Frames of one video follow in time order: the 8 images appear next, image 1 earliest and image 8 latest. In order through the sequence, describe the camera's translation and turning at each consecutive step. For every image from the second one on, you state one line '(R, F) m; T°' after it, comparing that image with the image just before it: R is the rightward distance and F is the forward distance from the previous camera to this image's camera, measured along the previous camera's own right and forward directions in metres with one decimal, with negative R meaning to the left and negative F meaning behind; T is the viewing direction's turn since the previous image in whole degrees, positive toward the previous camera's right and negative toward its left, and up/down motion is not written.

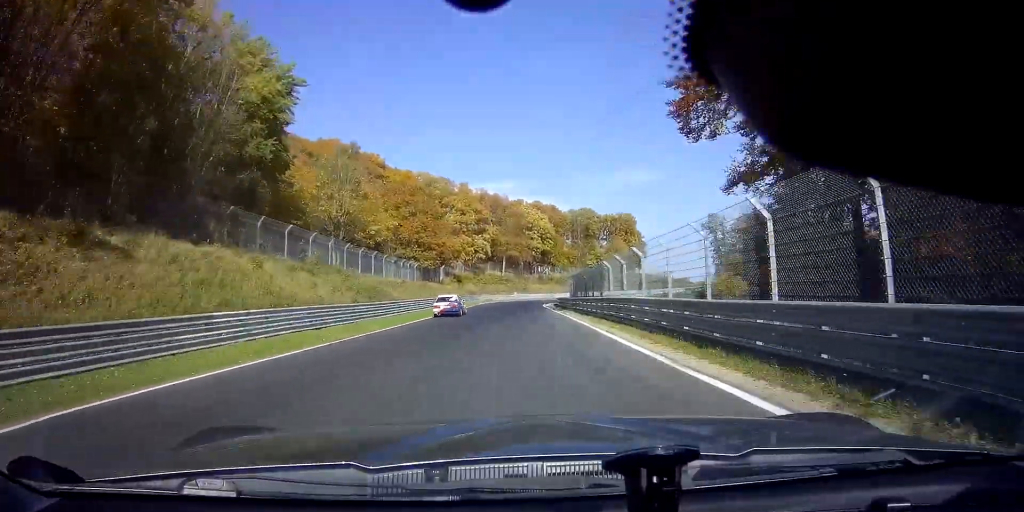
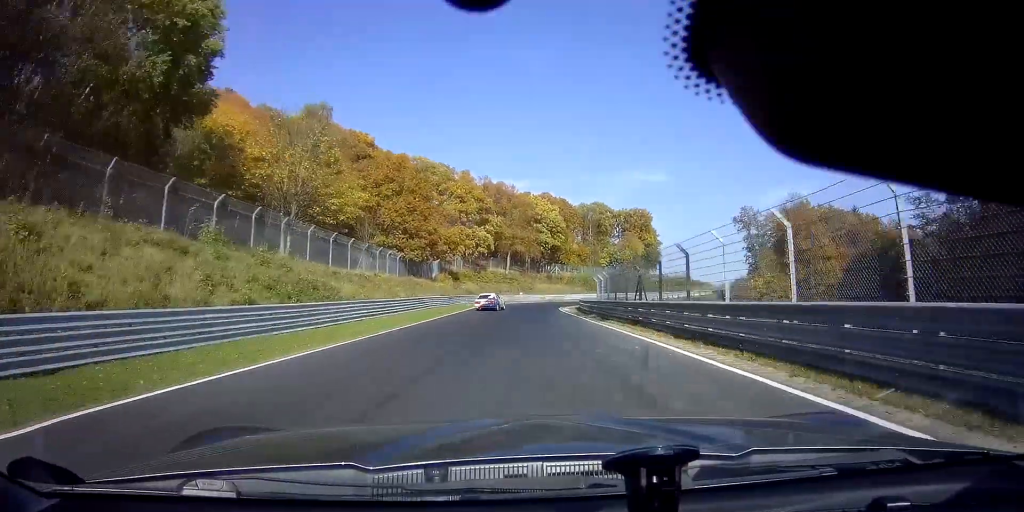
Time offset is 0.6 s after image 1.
(-0.4, +15.6) m; 0°
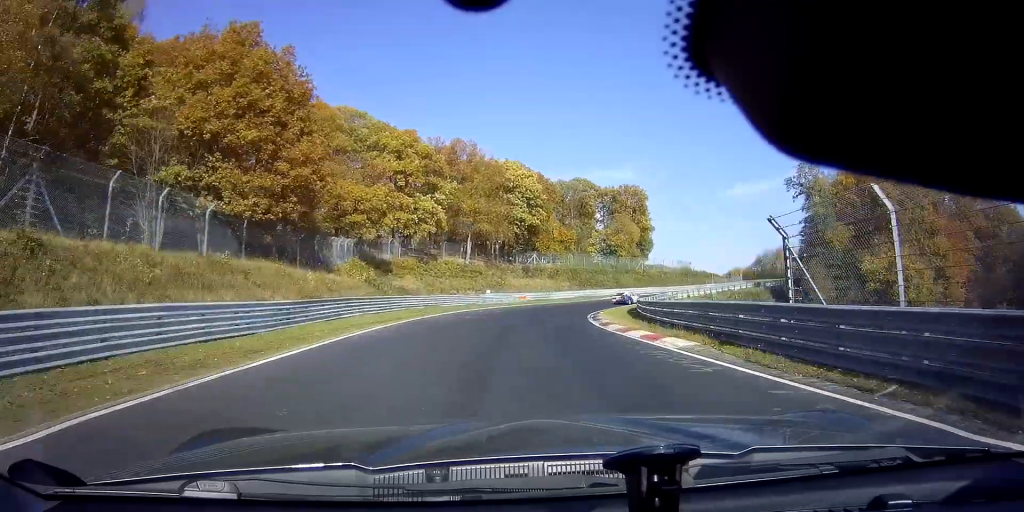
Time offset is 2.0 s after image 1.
(+0.2, +34.9) m; +6°
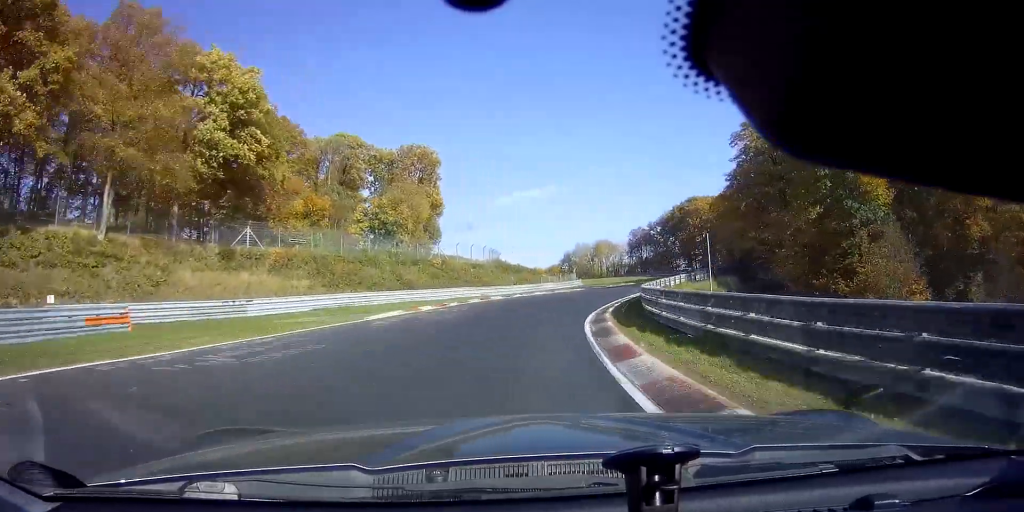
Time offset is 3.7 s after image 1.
(+9.2, +44.6) m; +26°
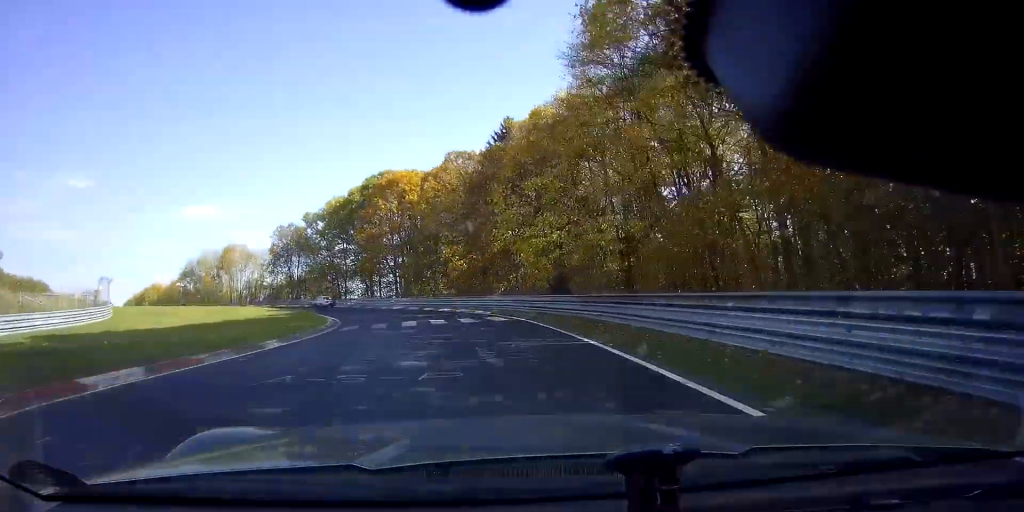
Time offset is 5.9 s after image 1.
(+18.1, +57.3) m; +23°
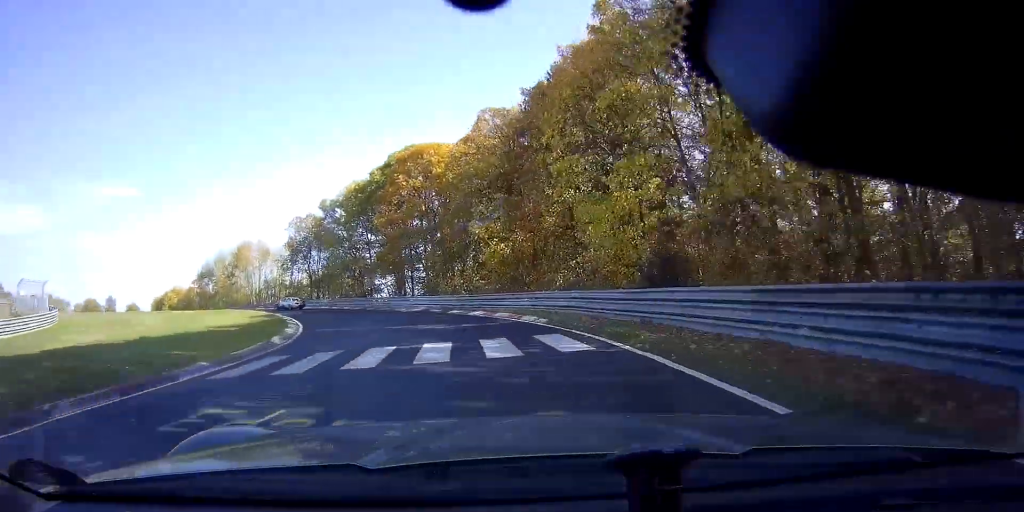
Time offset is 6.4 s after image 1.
(-0.4, +12.2) m; -5°
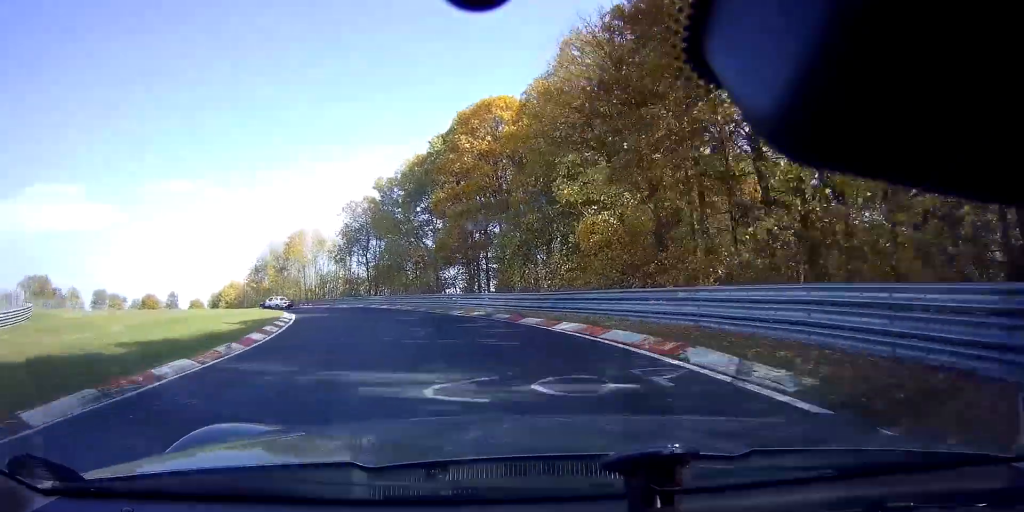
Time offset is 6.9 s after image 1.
(0.0, +12.1) m; -7°
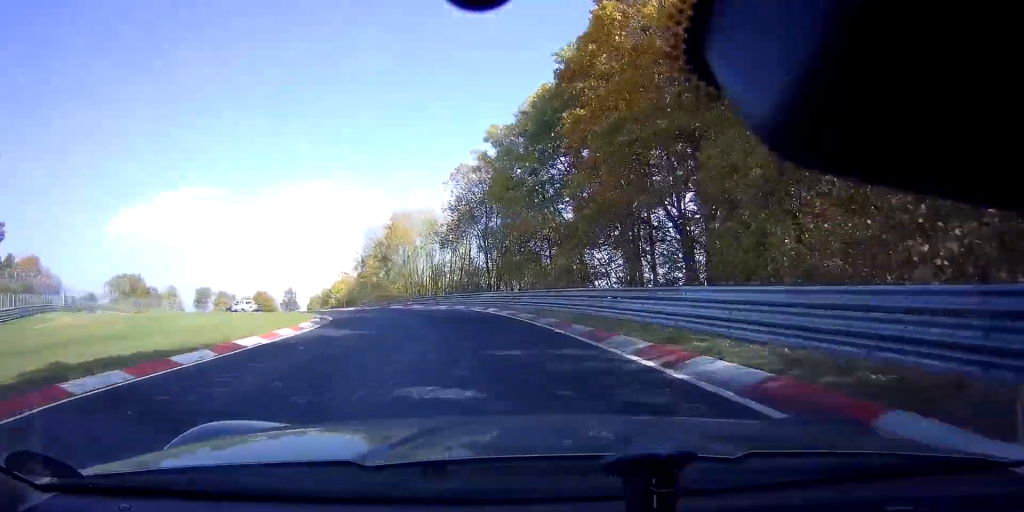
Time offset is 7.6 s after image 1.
(-2.3, +17.6) m; -15°
